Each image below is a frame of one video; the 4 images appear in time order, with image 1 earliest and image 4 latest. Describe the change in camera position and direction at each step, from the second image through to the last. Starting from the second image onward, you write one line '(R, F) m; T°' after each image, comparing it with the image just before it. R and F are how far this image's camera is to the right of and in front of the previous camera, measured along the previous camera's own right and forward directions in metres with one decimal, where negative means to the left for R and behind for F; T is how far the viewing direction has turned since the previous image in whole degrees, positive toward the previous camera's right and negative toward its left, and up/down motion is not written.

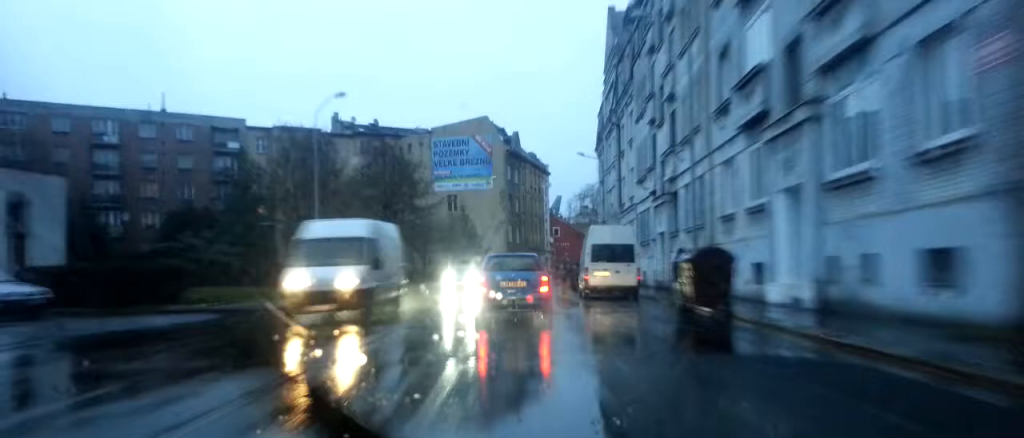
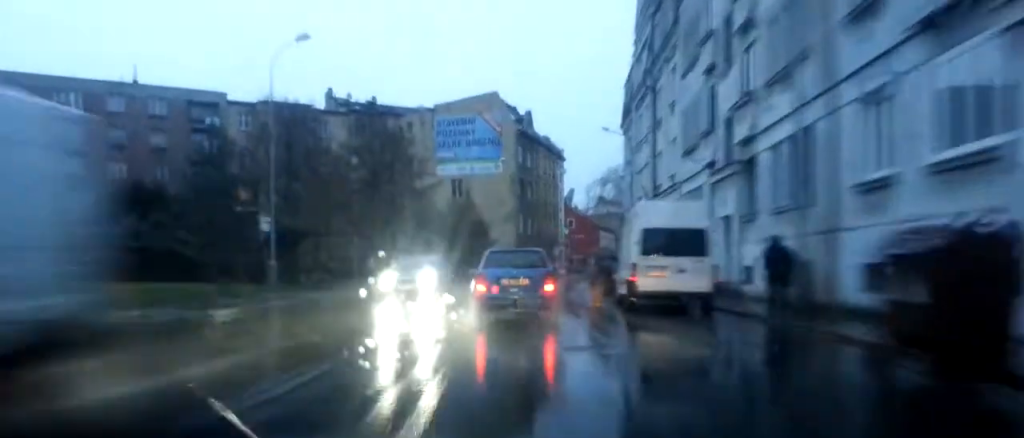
(0.0, +9.1) m; -1°
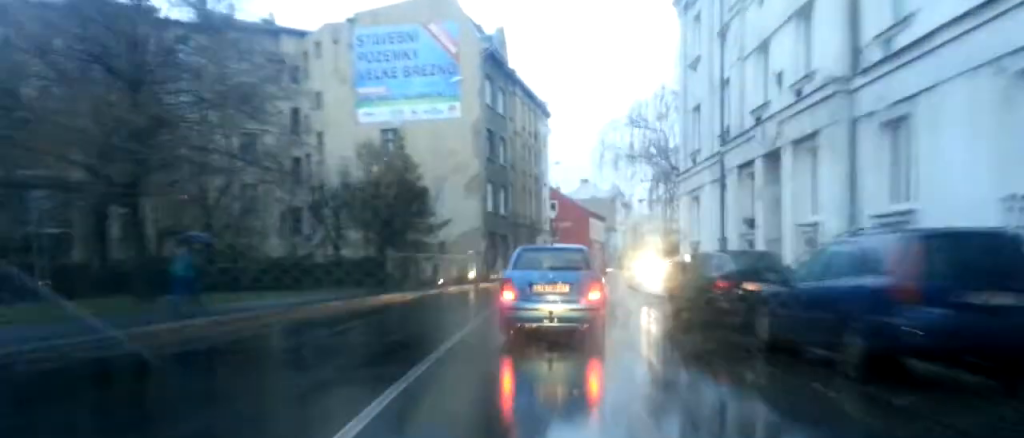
(-0.8, +29.2) m; -1°
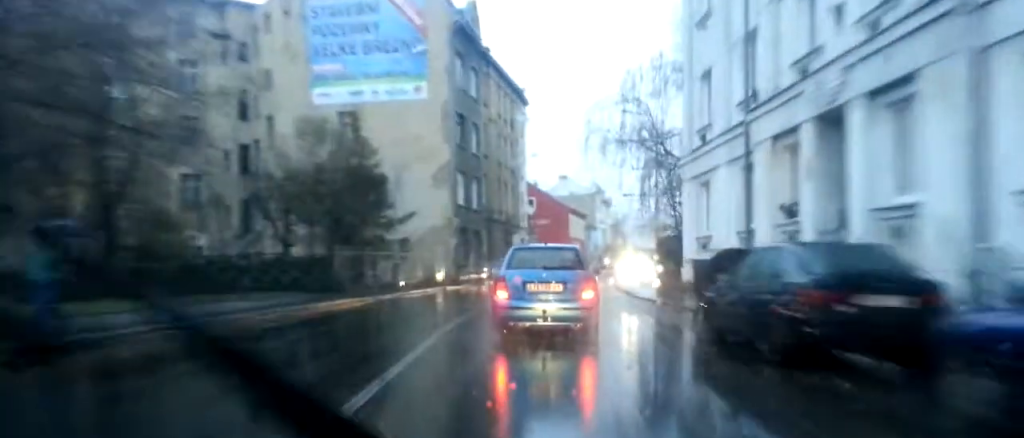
(0.0, +4.9) m; +1°
